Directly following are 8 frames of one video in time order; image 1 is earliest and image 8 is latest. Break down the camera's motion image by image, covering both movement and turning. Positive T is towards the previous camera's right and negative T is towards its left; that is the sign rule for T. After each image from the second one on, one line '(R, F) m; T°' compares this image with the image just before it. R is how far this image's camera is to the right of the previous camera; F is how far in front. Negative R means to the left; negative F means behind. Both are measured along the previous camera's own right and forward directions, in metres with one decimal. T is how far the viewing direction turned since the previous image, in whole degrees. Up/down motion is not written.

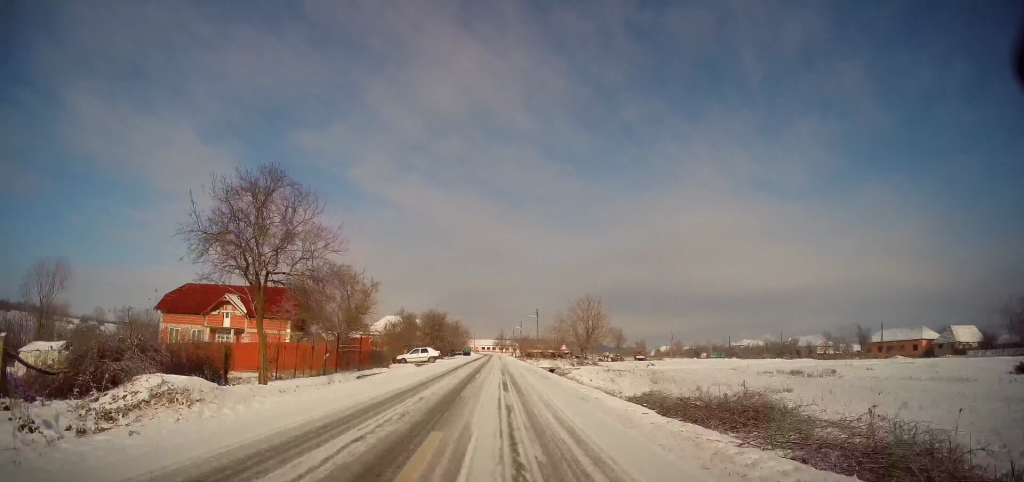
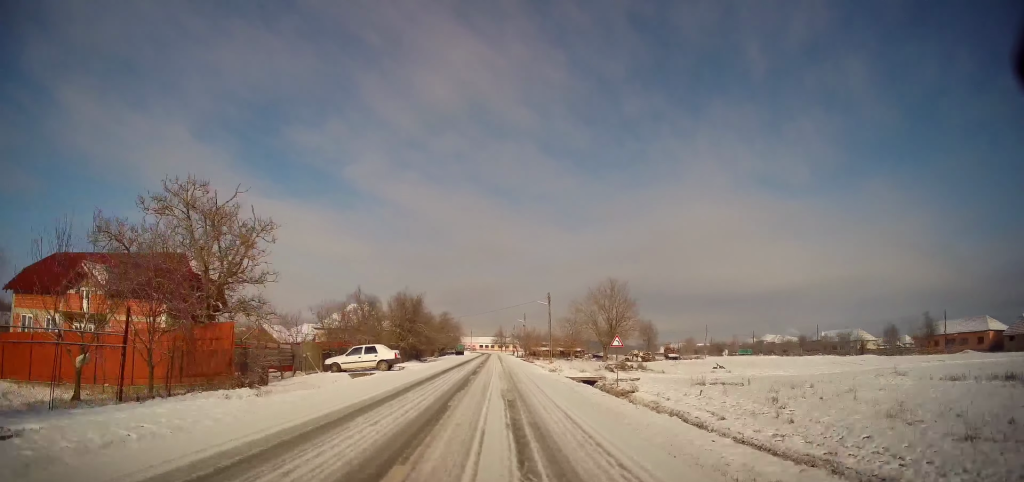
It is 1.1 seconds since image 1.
(+0.3, +20.3) m; +1°
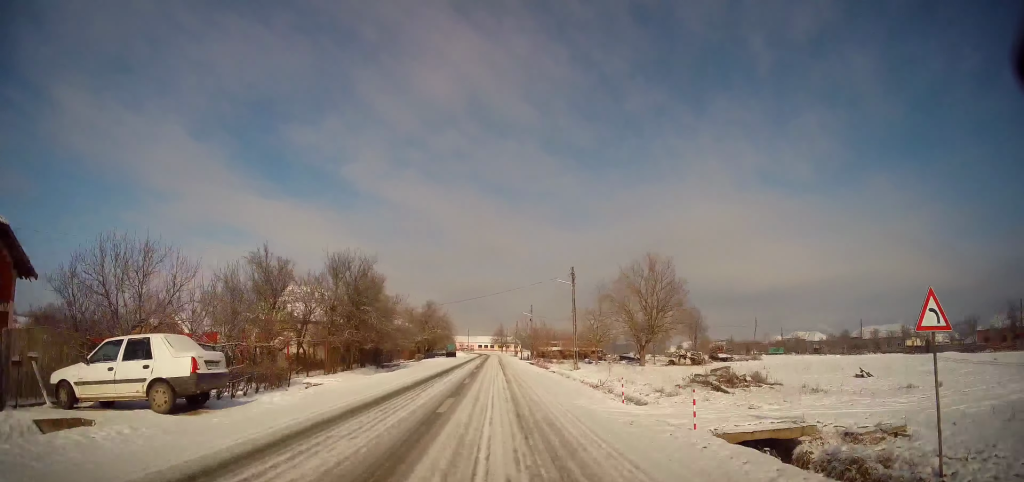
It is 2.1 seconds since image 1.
(0.0, +19.0) m; -1°
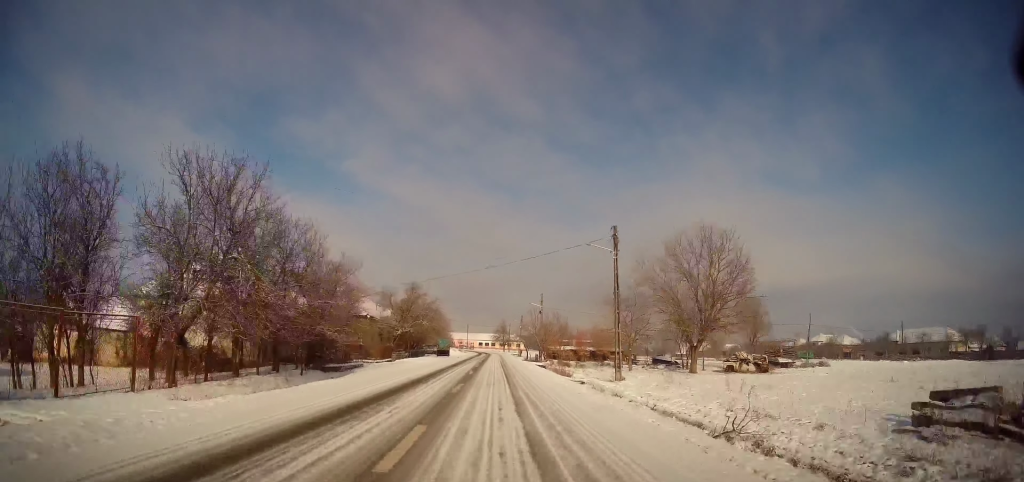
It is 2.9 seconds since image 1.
(-0.2, +14.0) m; 0°
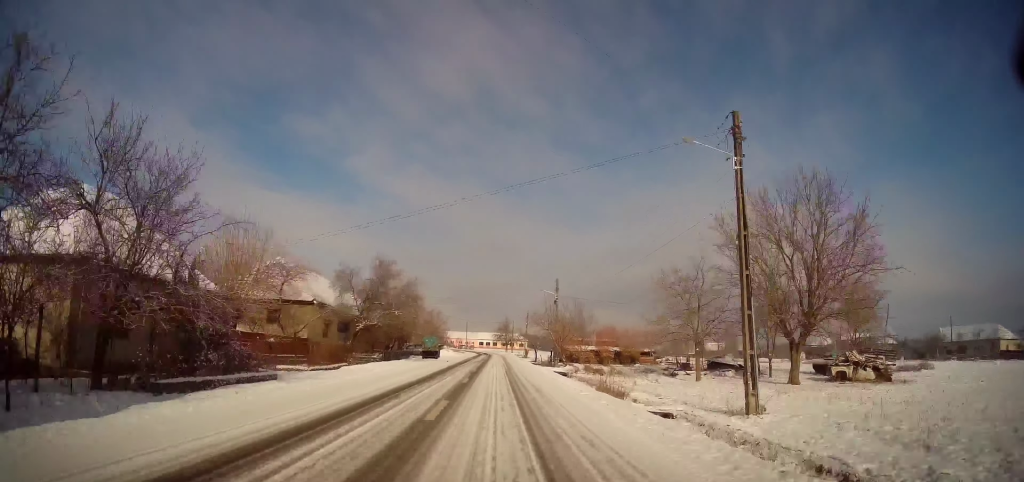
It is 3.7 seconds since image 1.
(0.0, +14.5) m; 0°
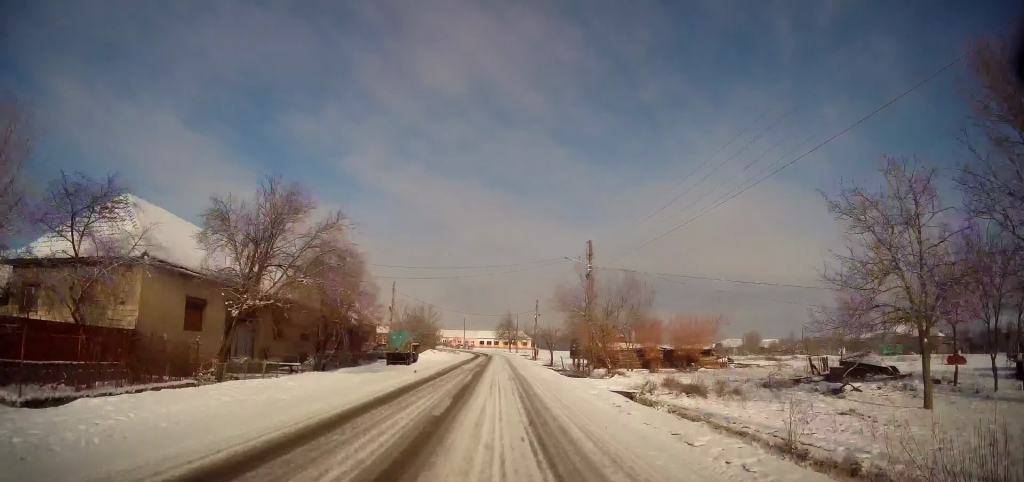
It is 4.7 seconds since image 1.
(+0.2, +17.3) m; 0°
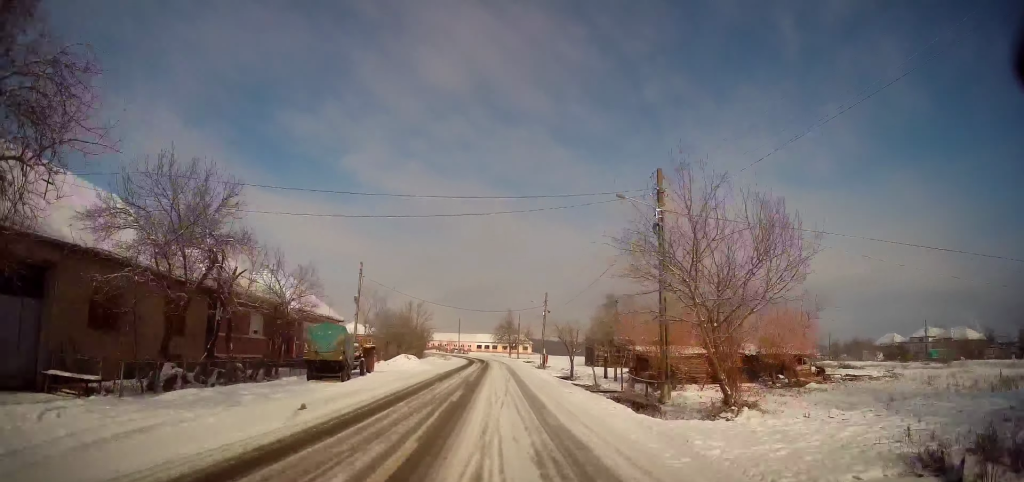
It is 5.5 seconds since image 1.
(-0.1, +14.1) m; 0°
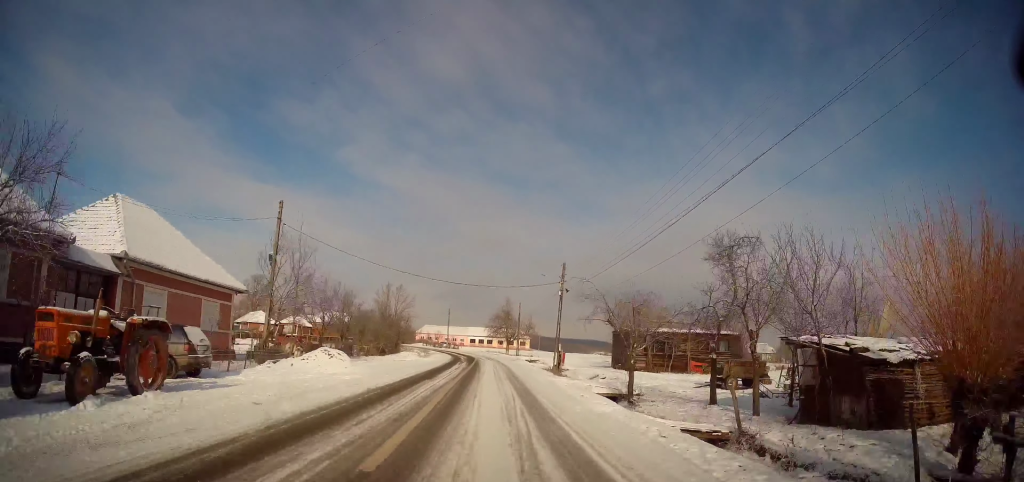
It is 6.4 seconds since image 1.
(+0.1, +16.8) m; 0°
